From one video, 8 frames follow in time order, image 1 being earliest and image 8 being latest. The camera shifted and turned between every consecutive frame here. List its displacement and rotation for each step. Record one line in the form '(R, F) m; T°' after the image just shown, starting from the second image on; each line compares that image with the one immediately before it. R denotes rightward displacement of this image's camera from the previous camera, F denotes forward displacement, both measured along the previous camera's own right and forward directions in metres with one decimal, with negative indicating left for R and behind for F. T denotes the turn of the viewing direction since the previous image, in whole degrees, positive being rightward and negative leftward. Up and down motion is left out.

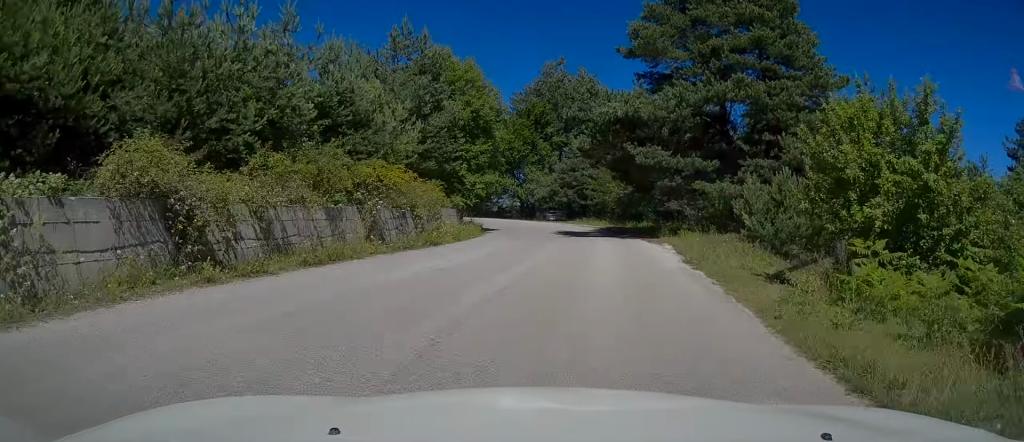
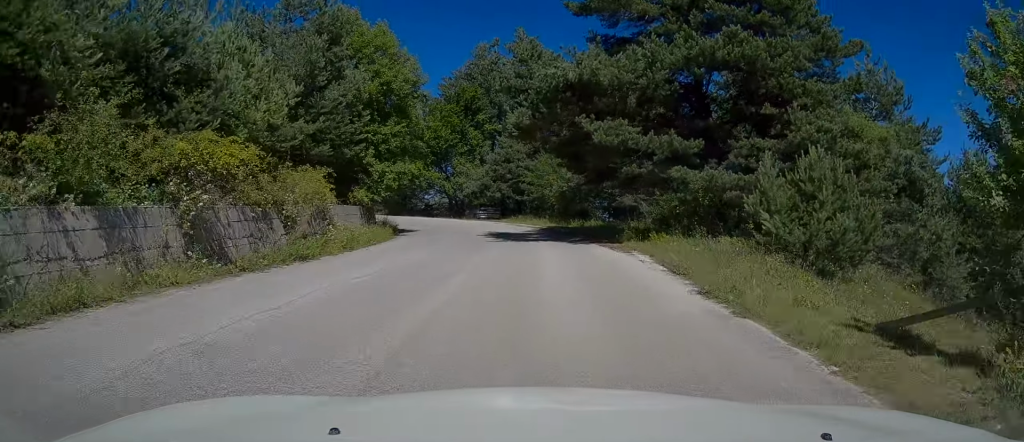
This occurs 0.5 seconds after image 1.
(+0.3, +6.2) m; +5°
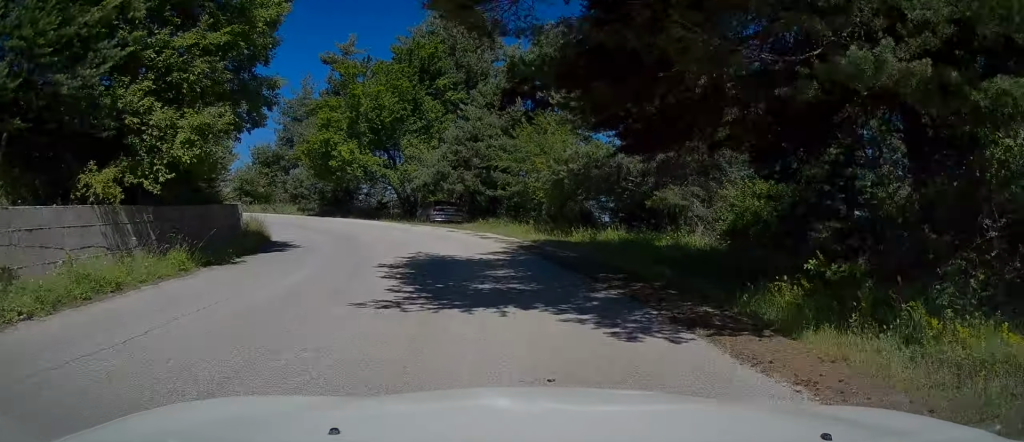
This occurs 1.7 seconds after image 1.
(+0.7, +13.7) m; -1°
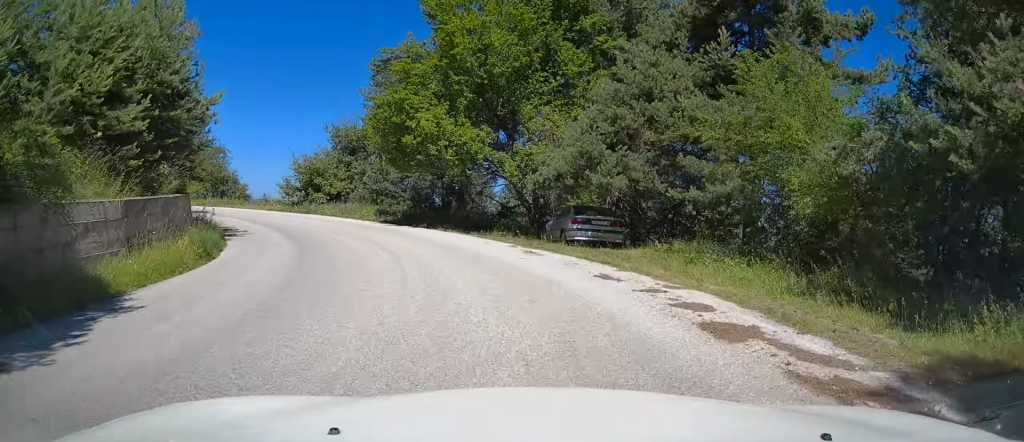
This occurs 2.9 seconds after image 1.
(-1.2, +13.4) m; -12°
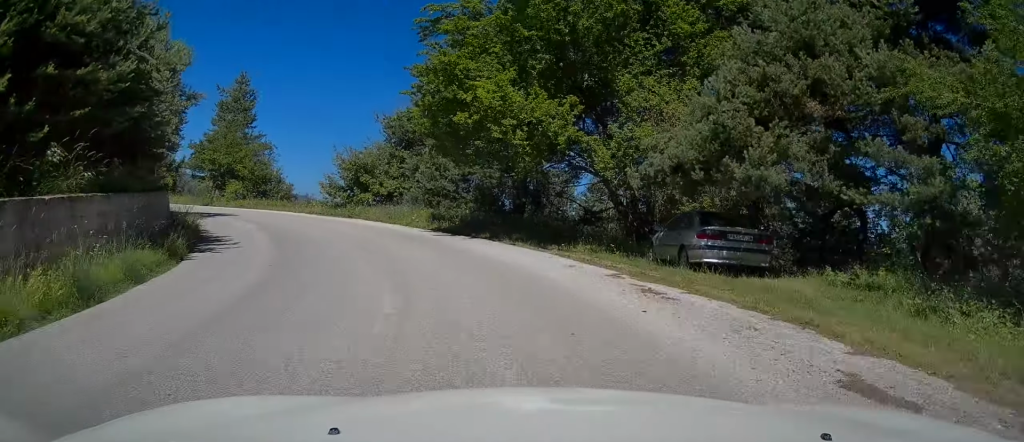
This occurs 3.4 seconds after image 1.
(-0.1, +5.8) m; -6°
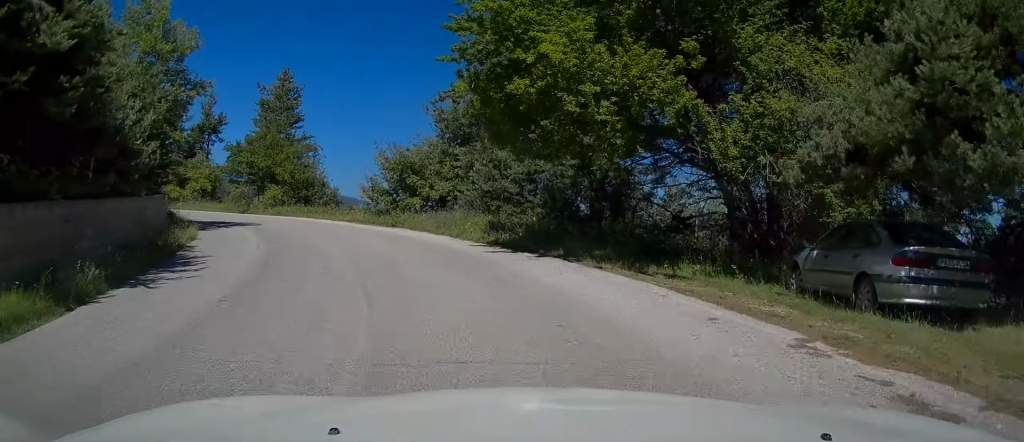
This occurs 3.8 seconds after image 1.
(-0.4, +4.7) m; -6°
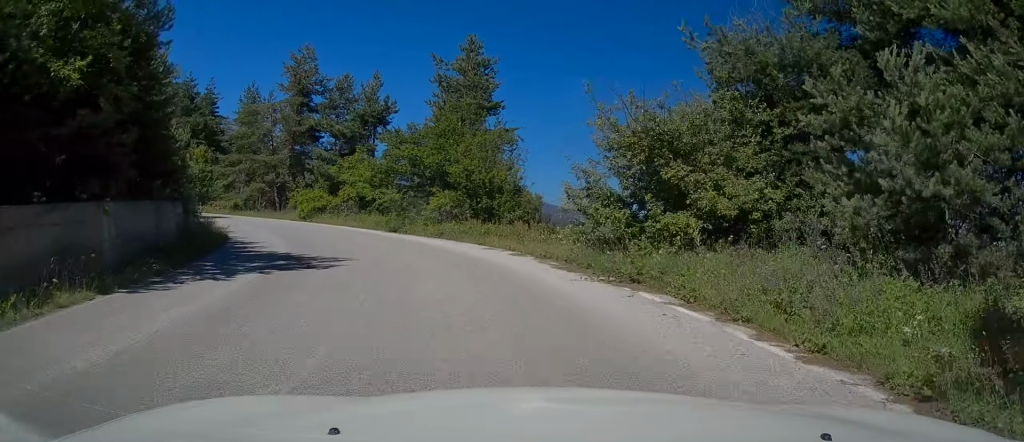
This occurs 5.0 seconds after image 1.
(-2.1, +13.8) m; -21°
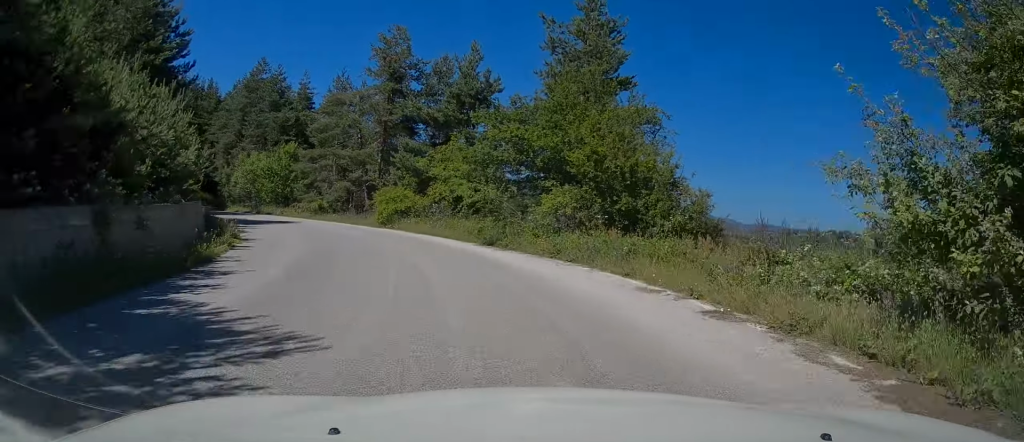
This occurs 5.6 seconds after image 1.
(-0.9, +7.9) m; -11°
